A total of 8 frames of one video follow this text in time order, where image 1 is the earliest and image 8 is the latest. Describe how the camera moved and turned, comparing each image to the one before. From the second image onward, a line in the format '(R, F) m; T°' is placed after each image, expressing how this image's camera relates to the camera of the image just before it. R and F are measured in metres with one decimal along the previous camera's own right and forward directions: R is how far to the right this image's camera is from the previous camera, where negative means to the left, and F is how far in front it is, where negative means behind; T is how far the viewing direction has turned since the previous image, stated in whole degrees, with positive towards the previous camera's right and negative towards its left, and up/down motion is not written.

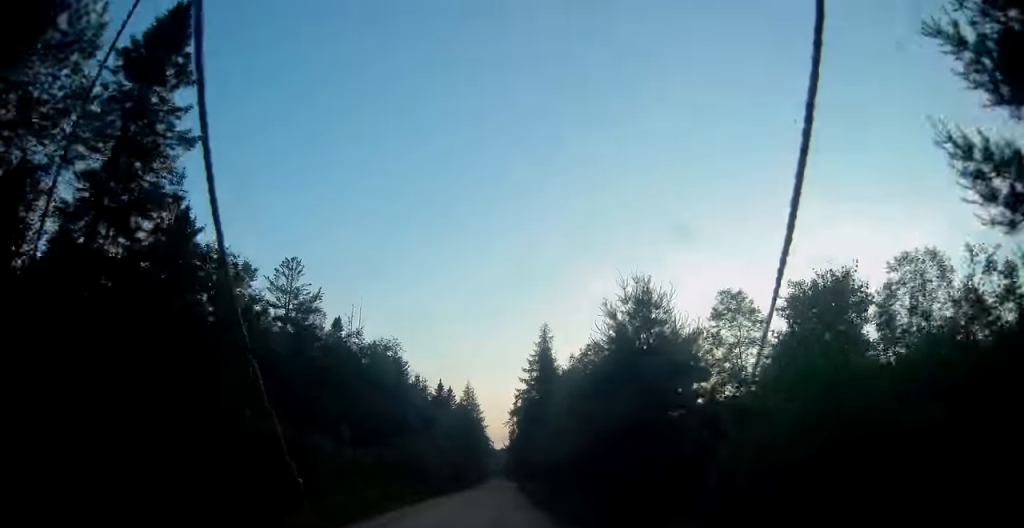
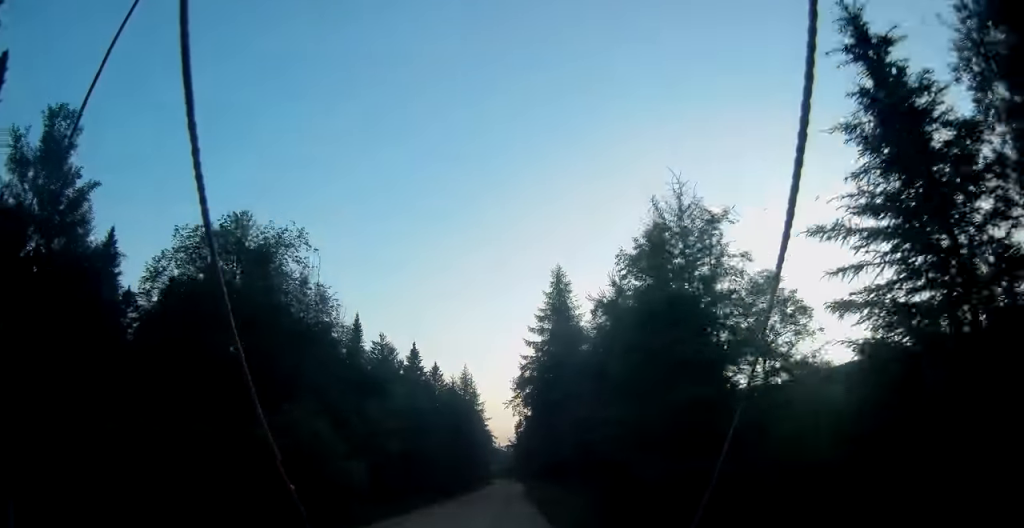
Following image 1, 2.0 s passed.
(+0.1, +19.8) m; 0°
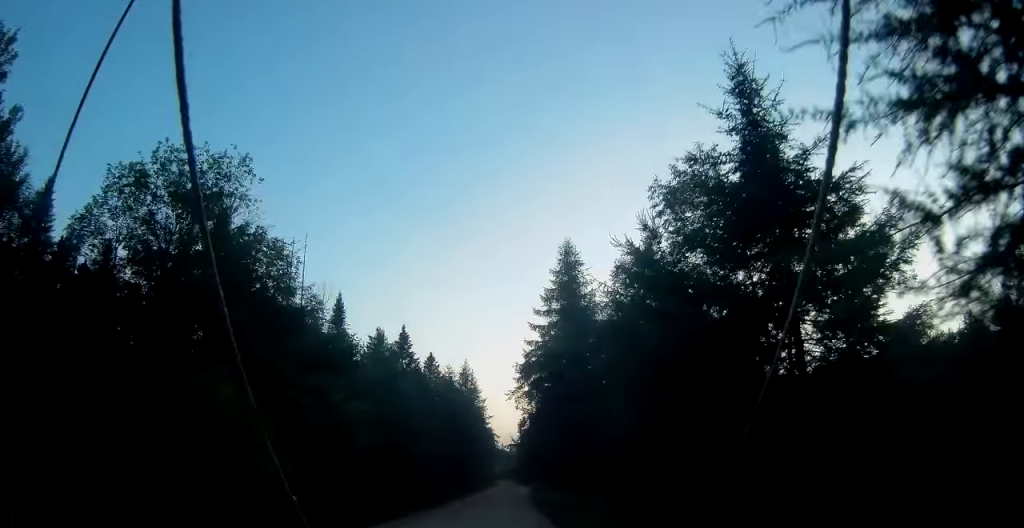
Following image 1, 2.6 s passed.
(0.0, +5.8) m; 0°
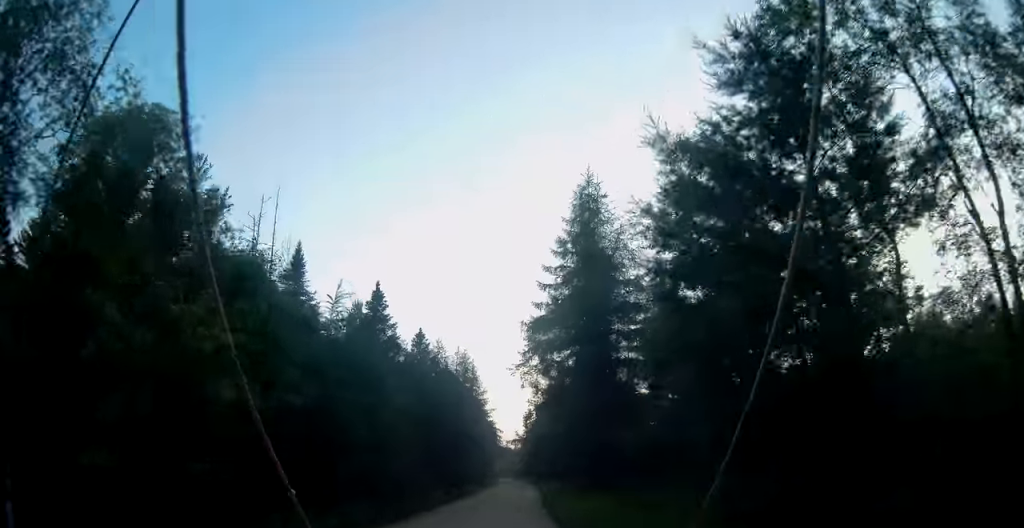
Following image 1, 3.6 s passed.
(-0.1, +9.1) m; -1°
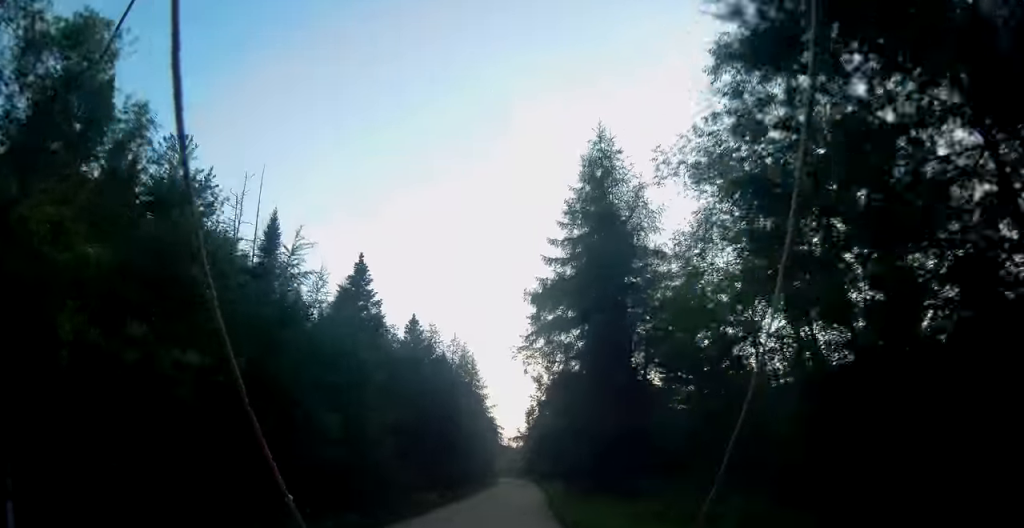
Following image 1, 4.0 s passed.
(0.0, +4.1) m; -1°
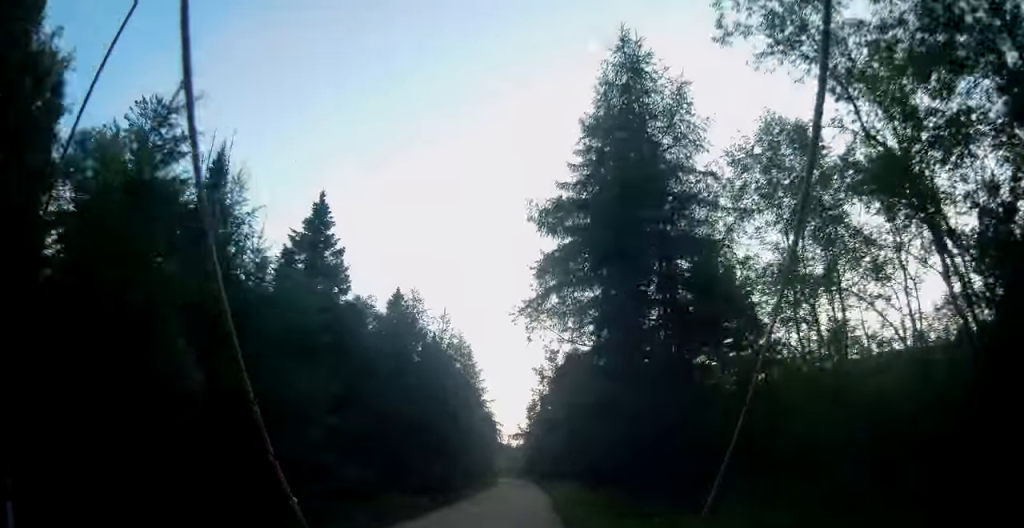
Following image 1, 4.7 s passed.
(0.0, +6.6) m; -1°
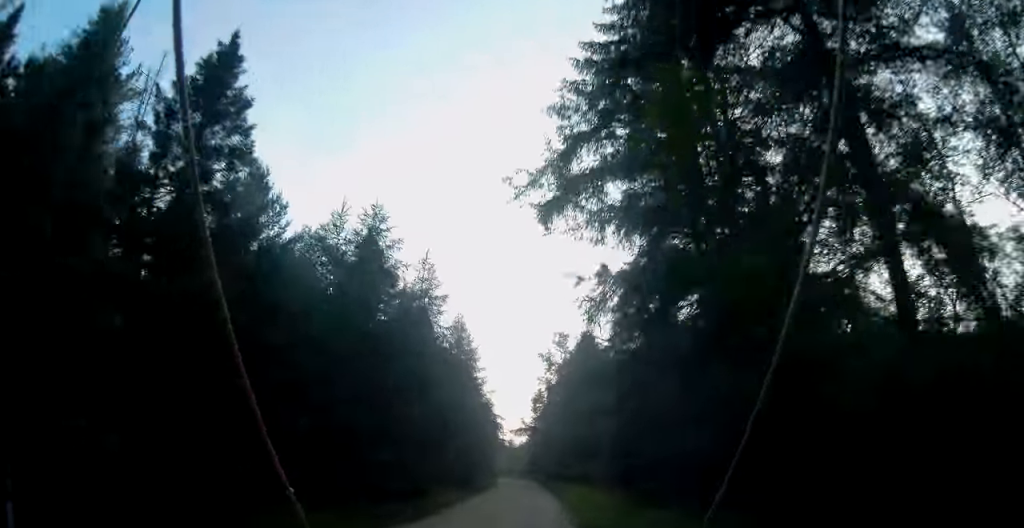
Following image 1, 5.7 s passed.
(-0.2, +9.8) m; 0°
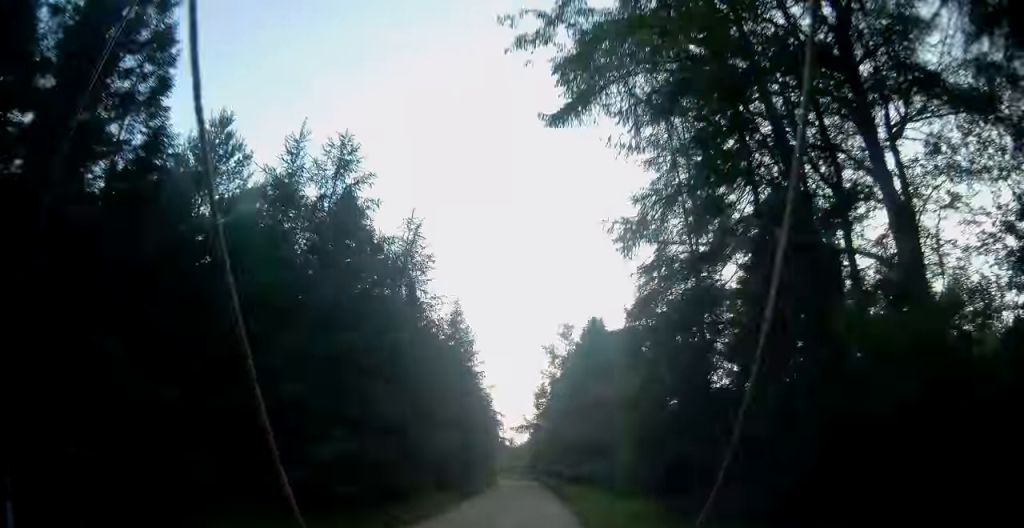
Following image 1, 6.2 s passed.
(+0.2, +4.7) m; 0°
